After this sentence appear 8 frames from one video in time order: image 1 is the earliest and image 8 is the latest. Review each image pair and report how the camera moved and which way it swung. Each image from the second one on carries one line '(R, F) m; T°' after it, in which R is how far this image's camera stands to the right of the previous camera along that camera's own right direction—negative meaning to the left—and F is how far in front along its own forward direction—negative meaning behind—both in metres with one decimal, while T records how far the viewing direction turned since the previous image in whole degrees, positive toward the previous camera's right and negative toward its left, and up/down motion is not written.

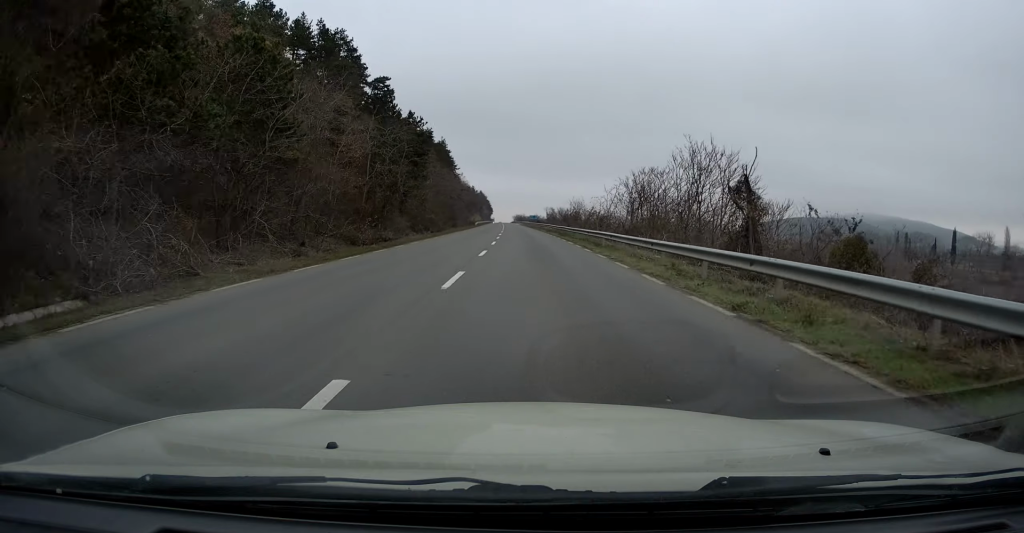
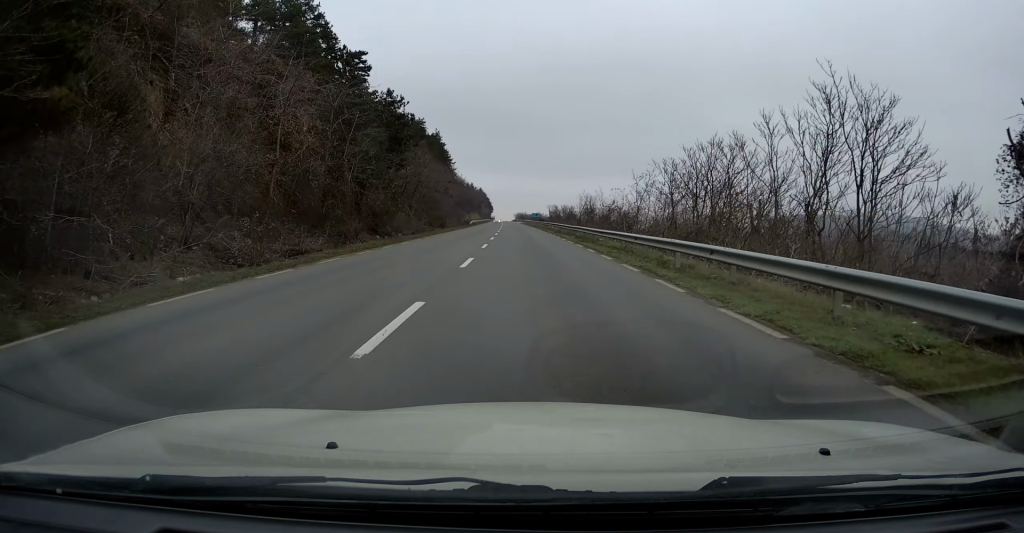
(0.0, +13.7) m; 0°
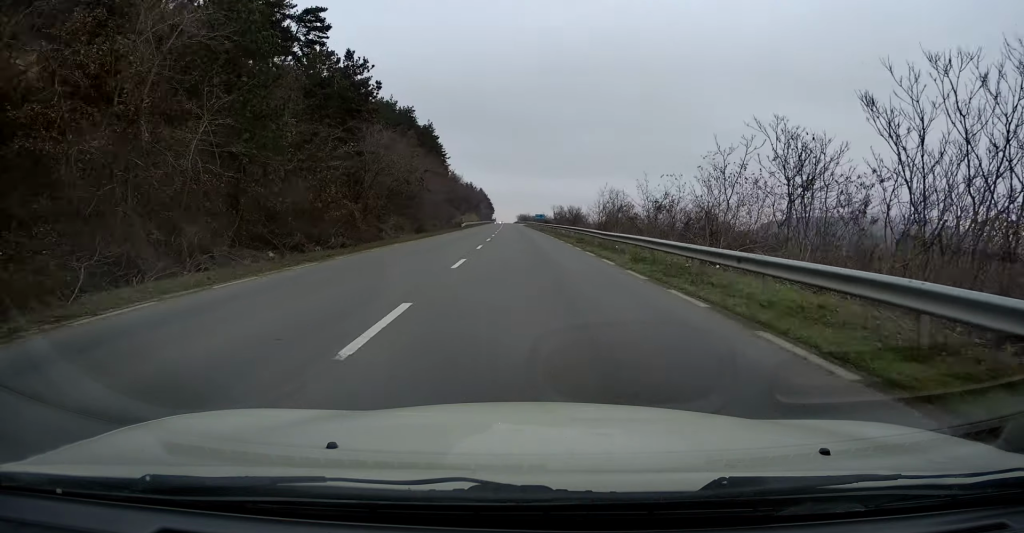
(0.0, +16.2) m; 0°
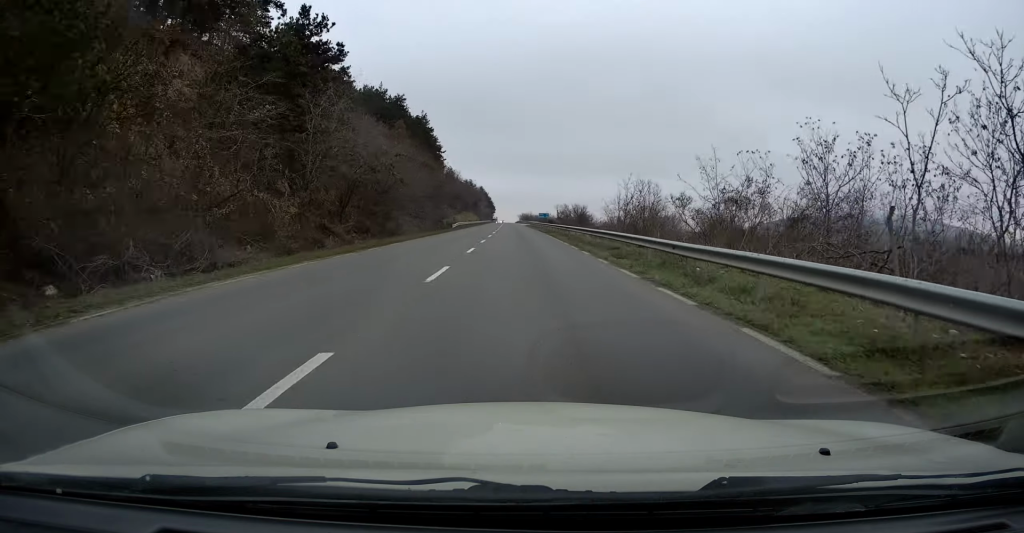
(0.0, +10.8) m; 0°
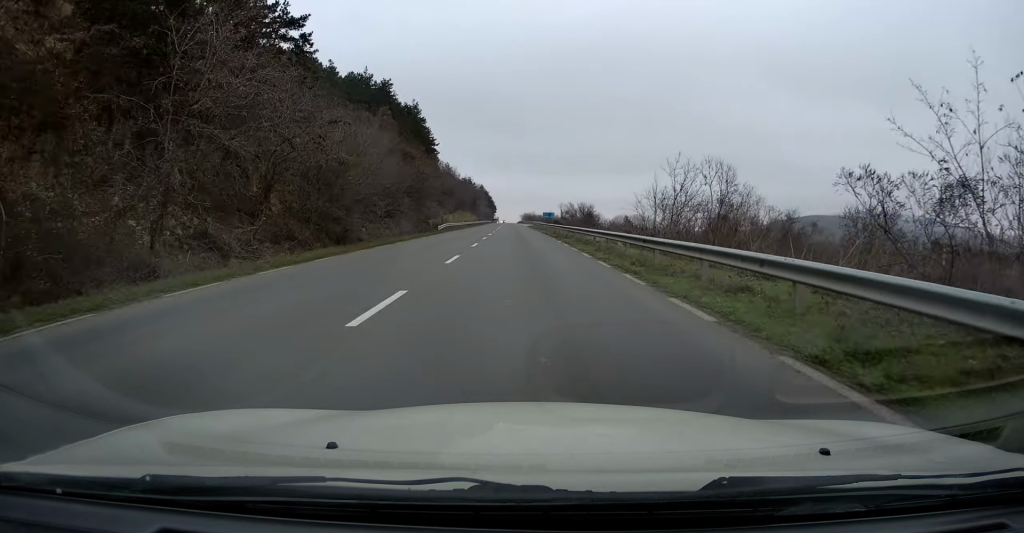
(-0.1, +12.2) m; 0°
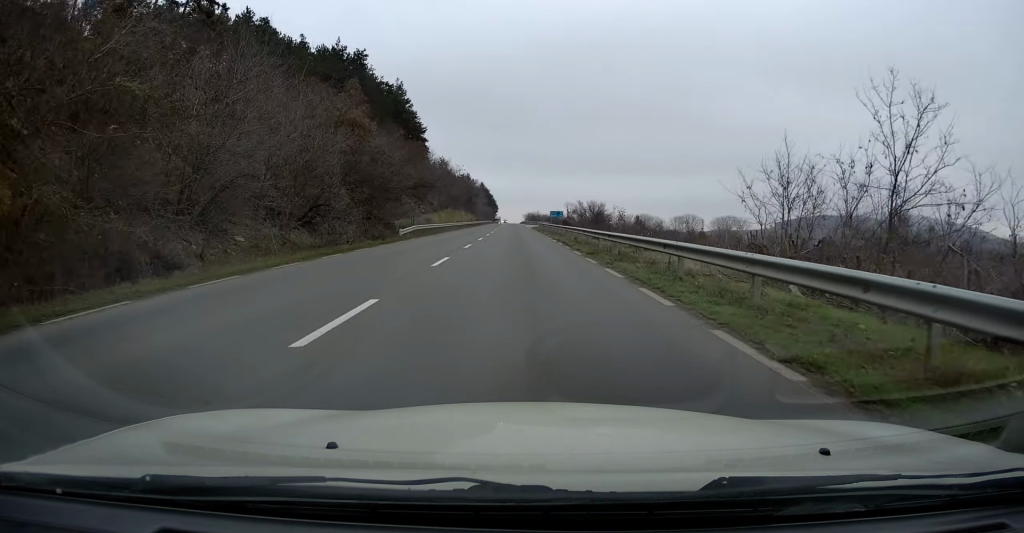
(-0.1, +19.3) m; 0°
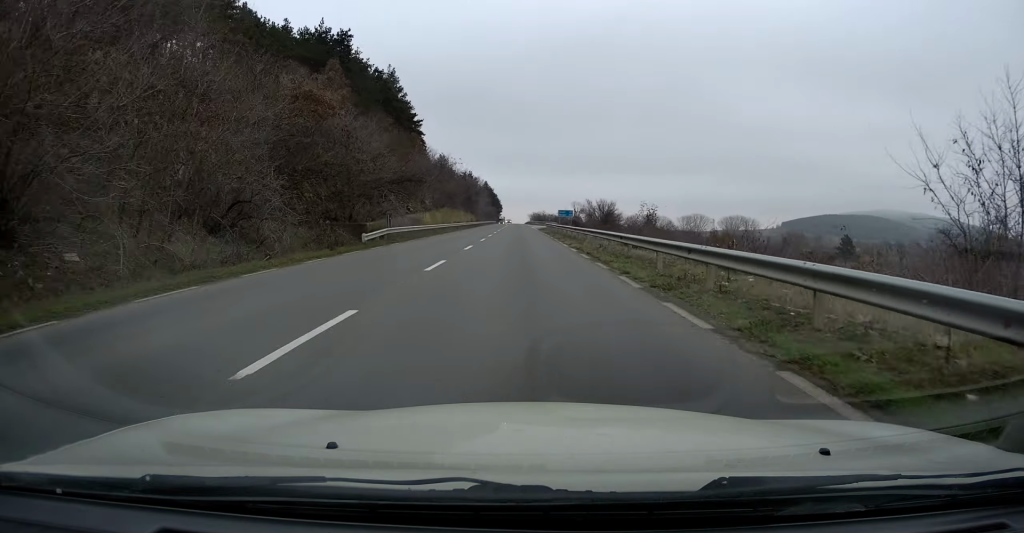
(0.0, +10.8) m; 0°
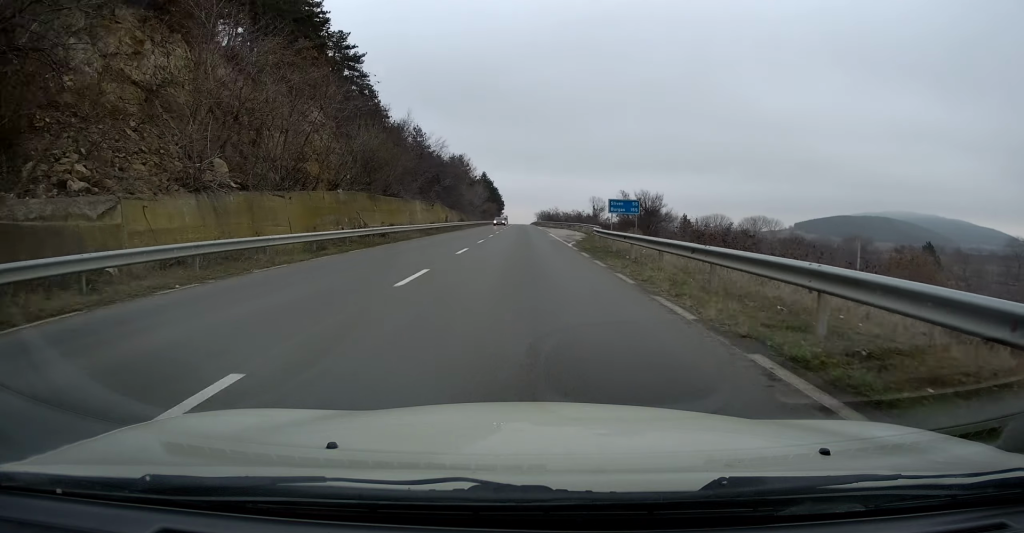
(-0.2, +54.3) m; -1°
